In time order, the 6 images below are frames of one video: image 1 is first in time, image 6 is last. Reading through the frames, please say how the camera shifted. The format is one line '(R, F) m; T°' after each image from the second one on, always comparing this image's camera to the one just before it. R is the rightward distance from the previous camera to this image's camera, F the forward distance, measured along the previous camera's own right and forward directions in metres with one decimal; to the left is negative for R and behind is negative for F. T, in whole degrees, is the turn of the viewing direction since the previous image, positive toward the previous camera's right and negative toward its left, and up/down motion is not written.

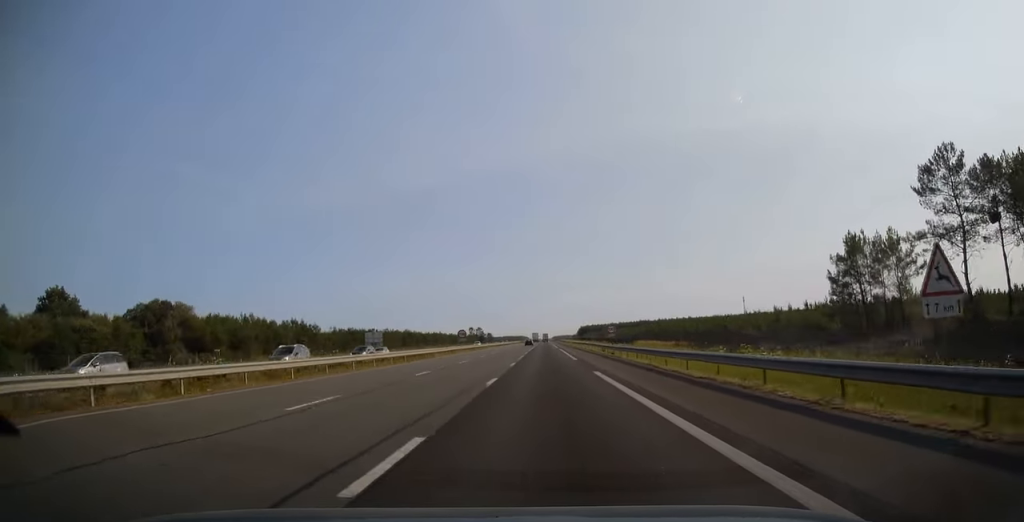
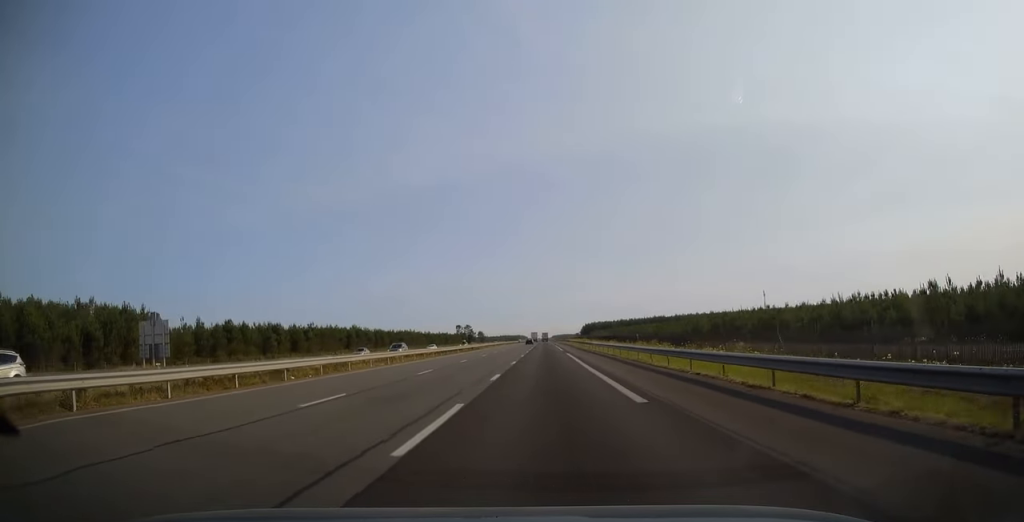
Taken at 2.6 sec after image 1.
(+0.1, +76.7) m; 0°
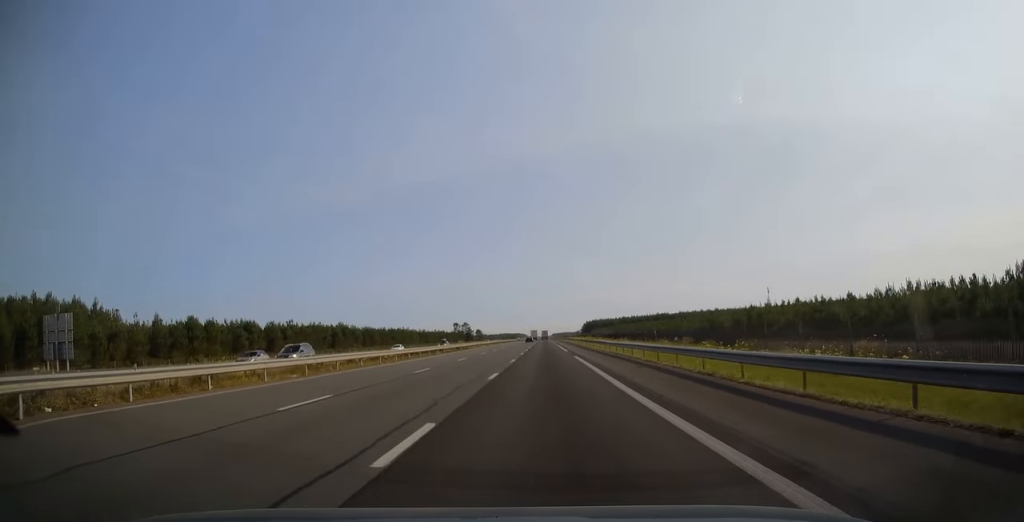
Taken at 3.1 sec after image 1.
(0.0, +13.8) m; 0°
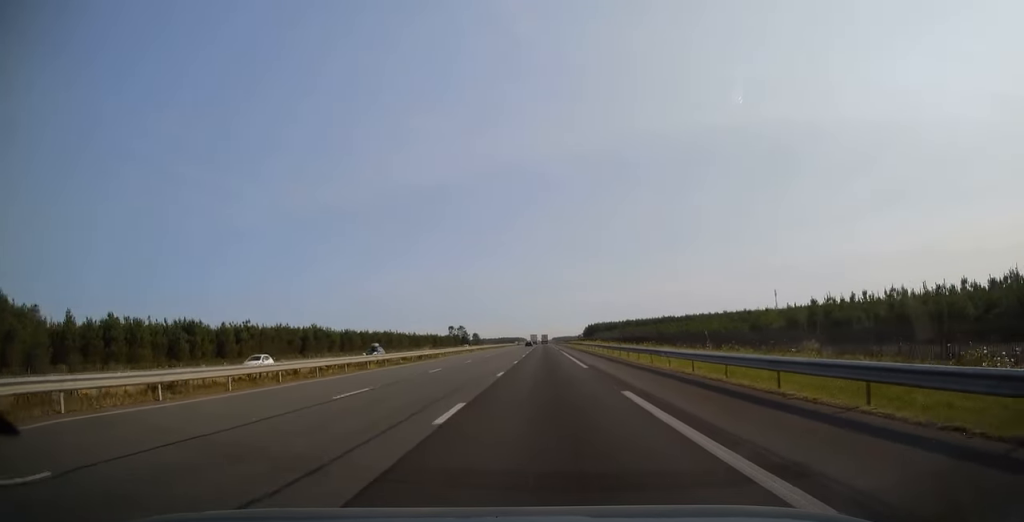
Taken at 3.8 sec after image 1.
(0.0, +22.7) m; 0°
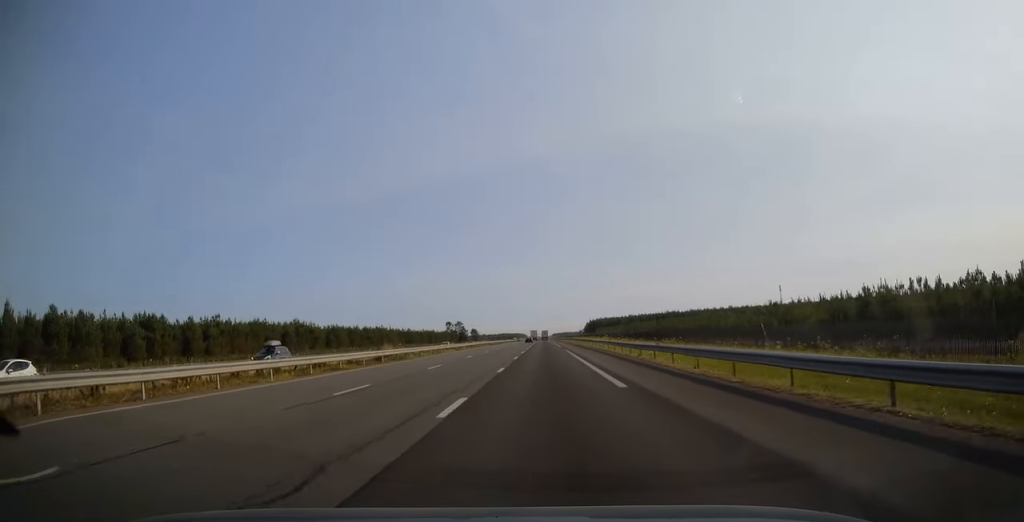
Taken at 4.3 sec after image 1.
(0.0, +12.8) m; 0°
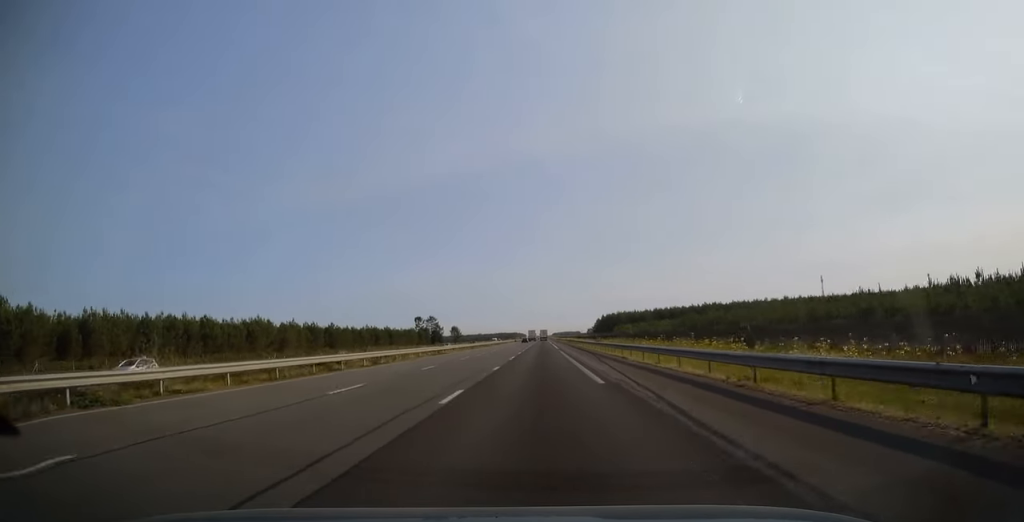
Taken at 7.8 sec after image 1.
(+0.4, +103.0) m; 0°
